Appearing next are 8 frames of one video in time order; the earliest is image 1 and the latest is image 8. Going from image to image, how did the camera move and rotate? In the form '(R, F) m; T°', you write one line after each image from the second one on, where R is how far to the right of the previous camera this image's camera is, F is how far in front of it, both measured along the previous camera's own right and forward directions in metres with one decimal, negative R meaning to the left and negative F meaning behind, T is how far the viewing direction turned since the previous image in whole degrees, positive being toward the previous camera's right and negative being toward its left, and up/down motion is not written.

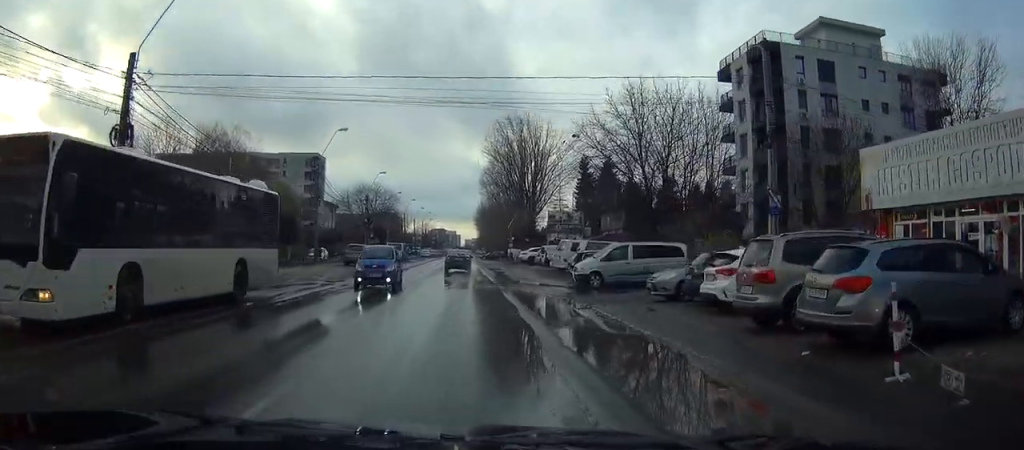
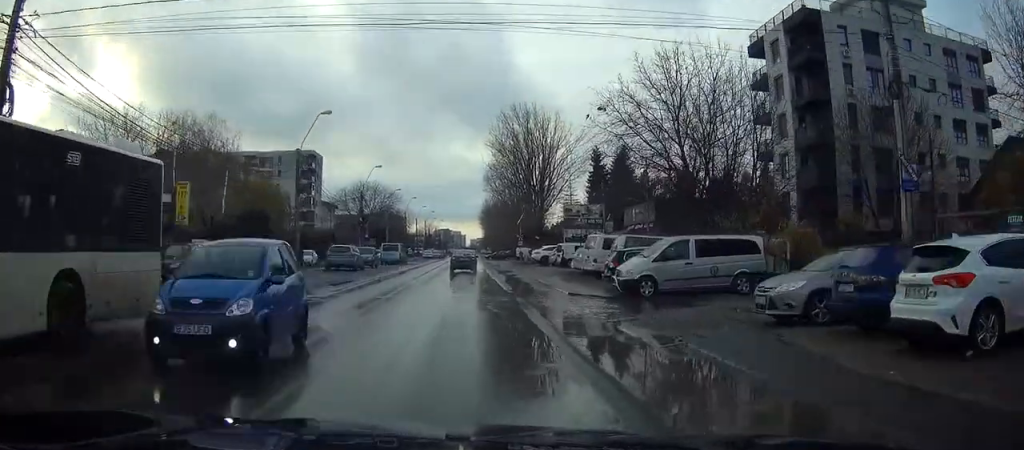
(0.0, +8.0) m; 0°
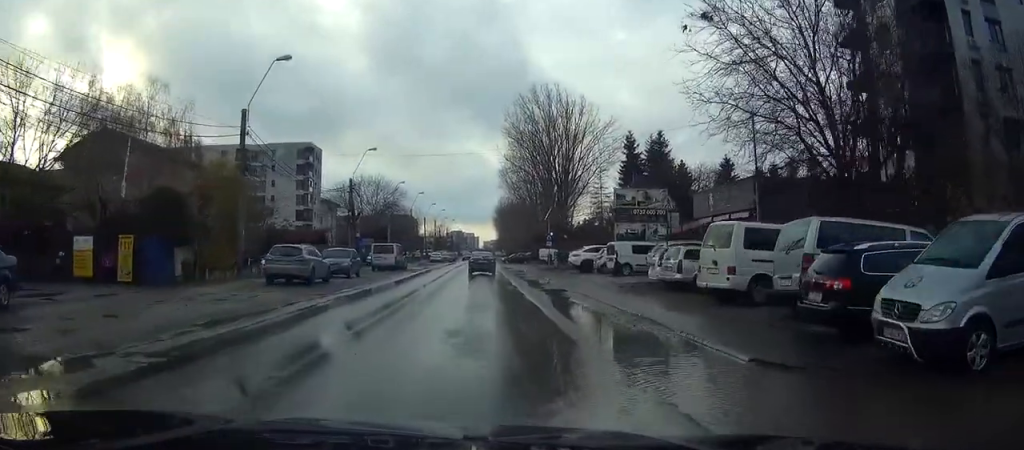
(-0.1, +14.7) m; -1°
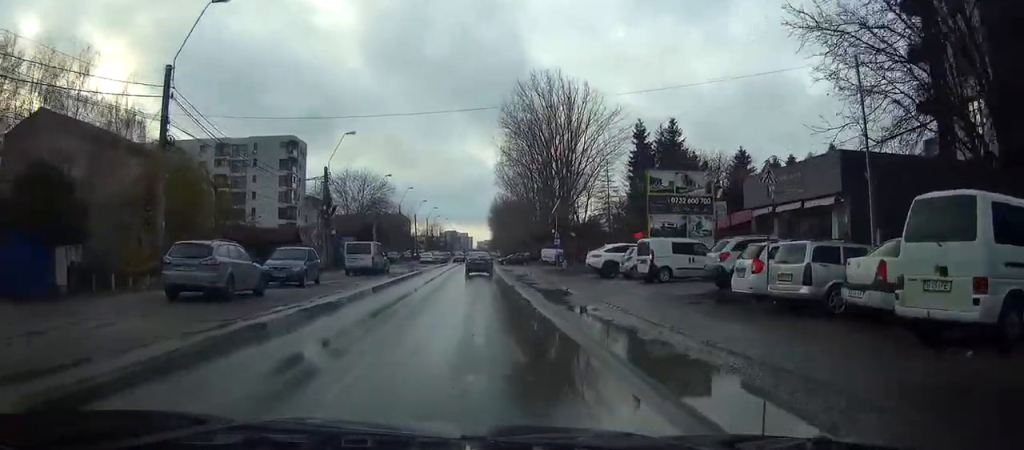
(-0.1, +8.9) m; 0°
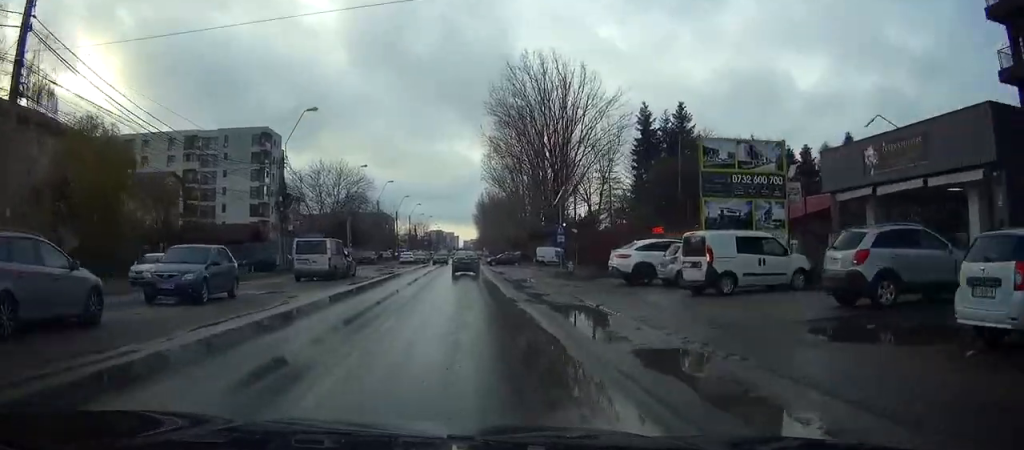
(+0.1, +9.4) m; +1°
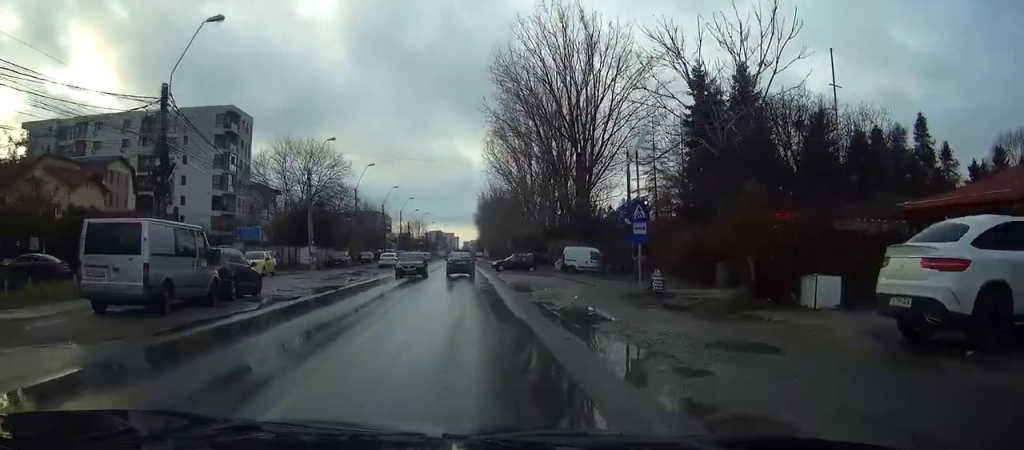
(+0.3, +18.6) m; +1°
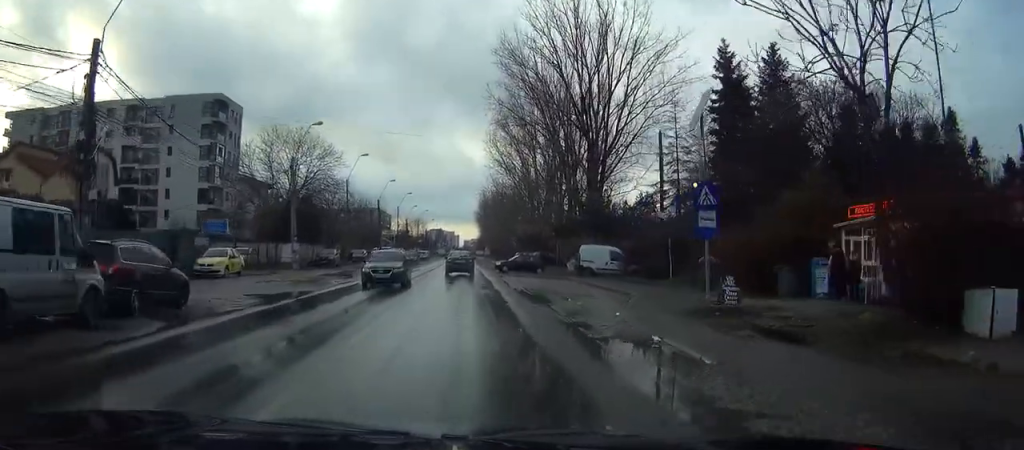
(0.0, +6.3) m; 0°
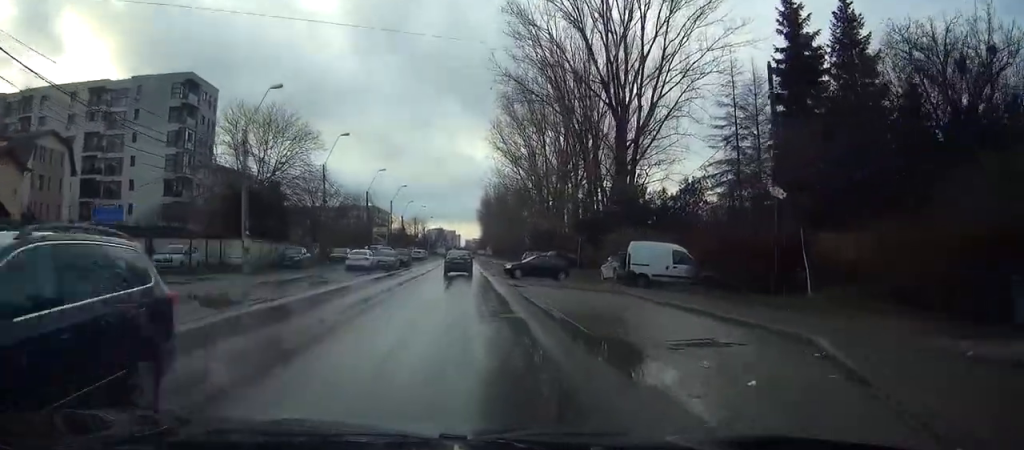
(-0.1, +12.1) m; -1°
